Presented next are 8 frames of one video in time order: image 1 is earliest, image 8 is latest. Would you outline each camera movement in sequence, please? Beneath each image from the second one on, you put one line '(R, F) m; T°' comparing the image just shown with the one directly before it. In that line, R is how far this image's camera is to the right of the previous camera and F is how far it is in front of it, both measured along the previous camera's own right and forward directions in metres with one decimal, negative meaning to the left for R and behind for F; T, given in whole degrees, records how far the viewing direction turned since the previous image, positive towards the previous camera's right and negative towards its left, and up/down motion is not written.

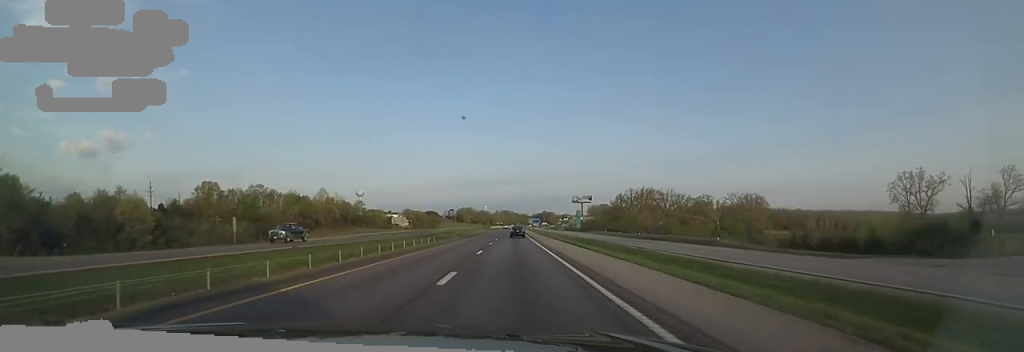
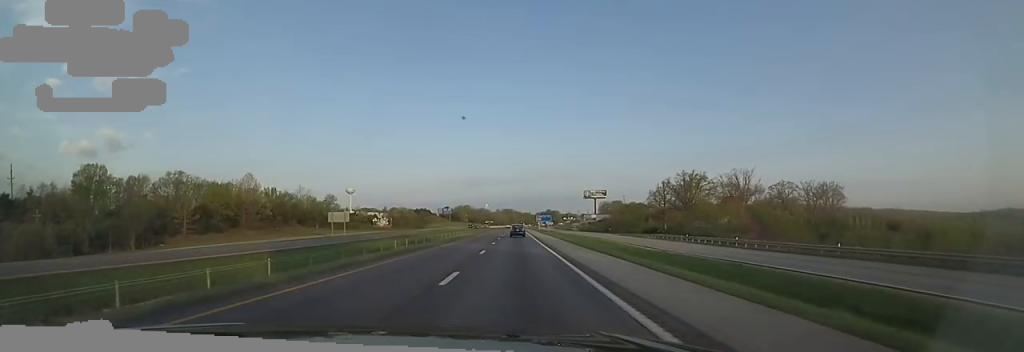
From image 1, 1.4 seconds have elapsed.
(-0.2, +47.3) m; 0°
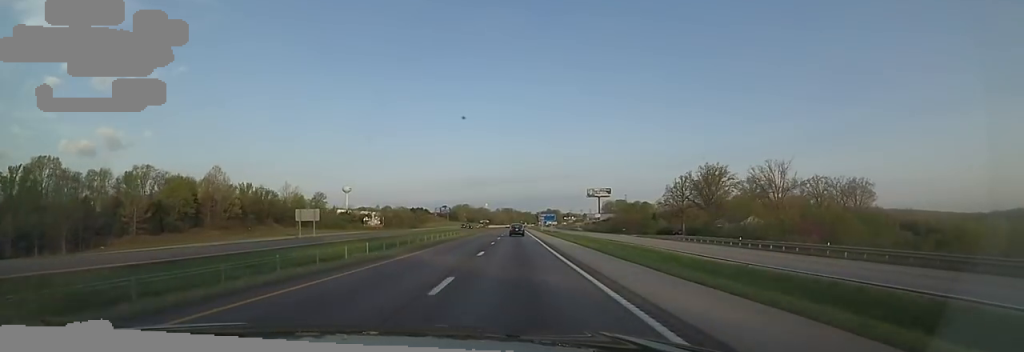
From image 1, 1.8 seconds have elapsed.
(0.0, +13.3) m; +1°
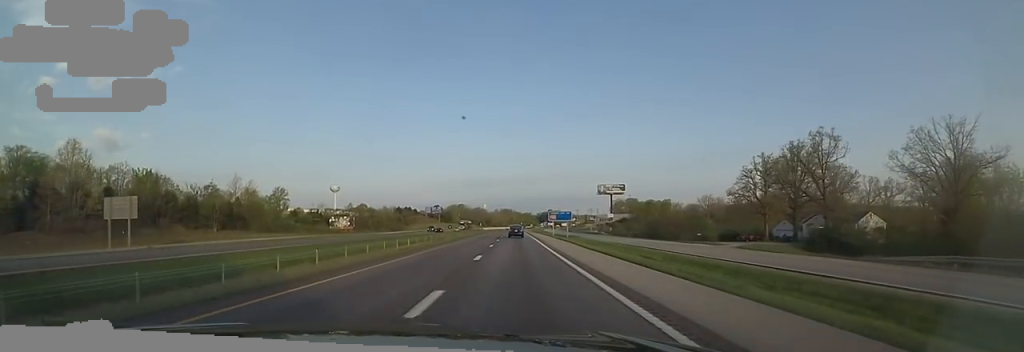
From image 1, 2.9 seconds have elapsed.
(+0.6, +37.3) m; +1°
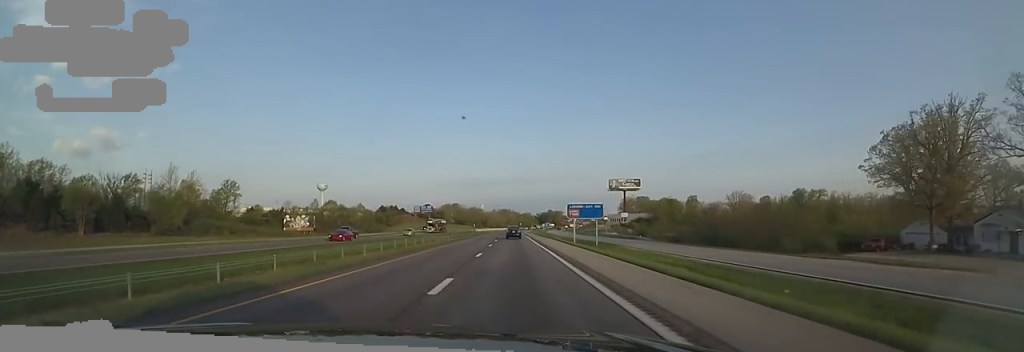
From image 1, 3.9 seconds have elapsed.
(-0.1, +33.0) m; -1°
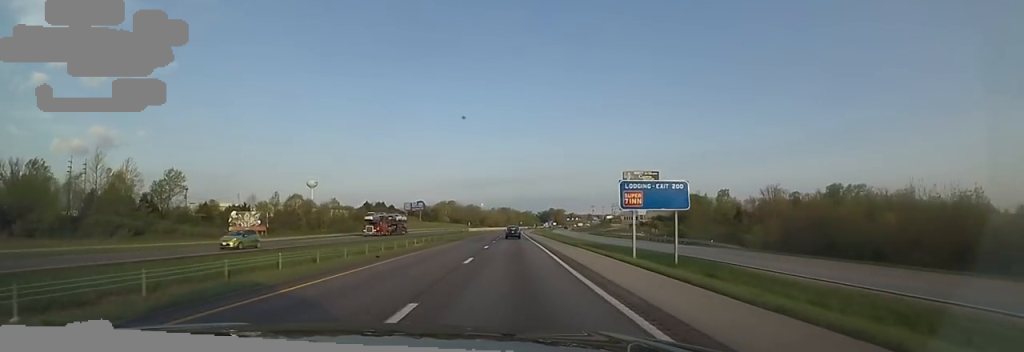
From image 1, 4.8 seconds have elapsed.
(-0.4, +28.1) m; 0°
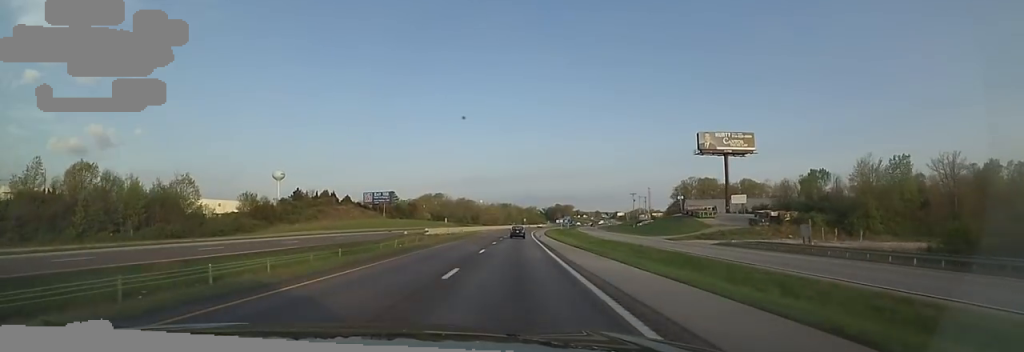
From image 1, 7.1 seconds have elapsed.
(-0.2, +79.7) m; -1°
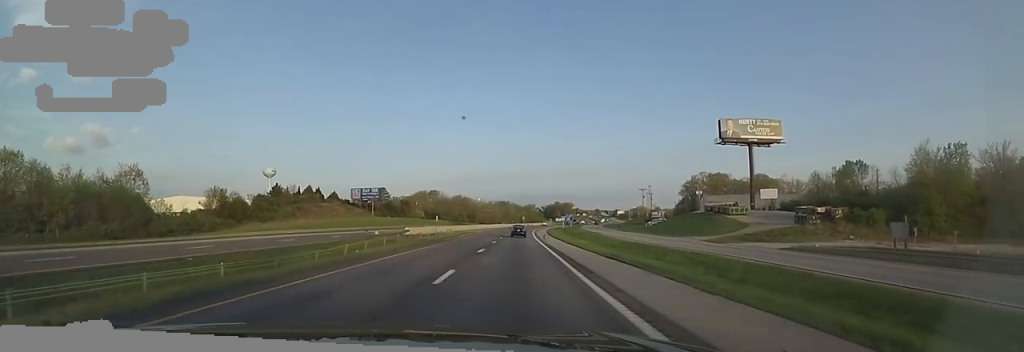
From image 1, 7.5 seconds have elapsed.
(-0.1, +14.0) m; 0°
